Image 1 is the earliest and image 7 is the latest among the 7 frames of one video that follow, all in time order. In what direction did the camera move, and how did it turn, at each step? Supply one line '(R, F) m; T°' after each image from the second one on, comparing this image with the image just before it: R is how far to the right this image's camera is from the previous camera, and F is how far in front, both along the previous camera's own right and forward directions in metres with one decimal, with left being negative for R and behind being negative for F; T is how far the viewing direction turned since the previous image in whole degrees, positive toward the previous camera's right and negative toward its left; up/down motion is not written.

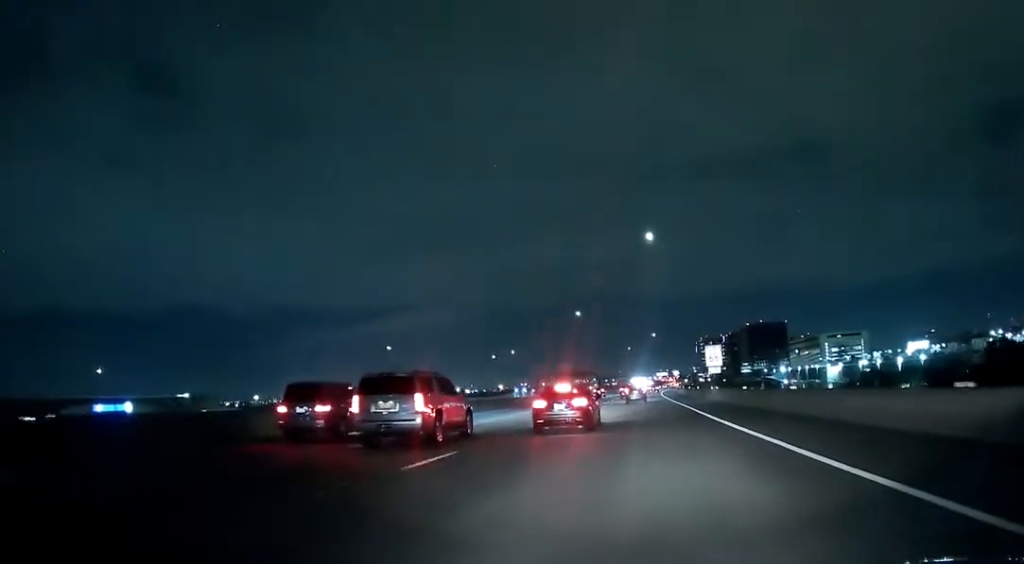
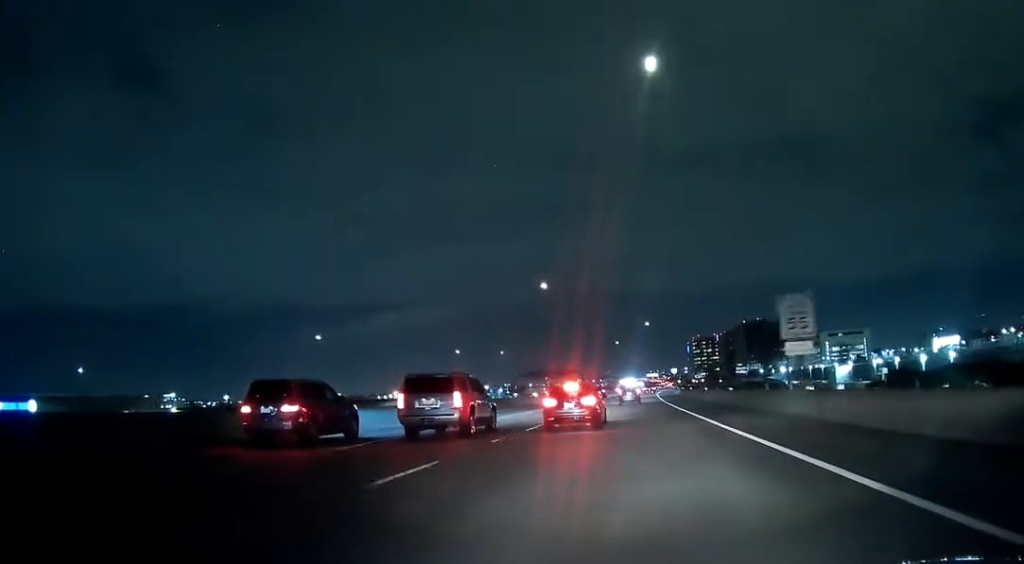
(+0.2, +31.8) m; +1°
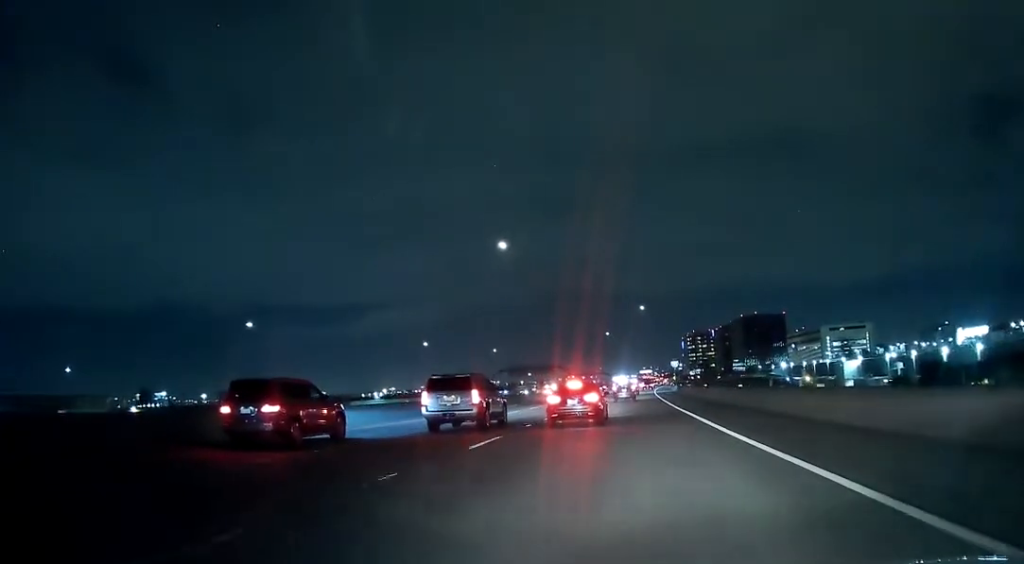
(+0.2, +22.6) m; +1°
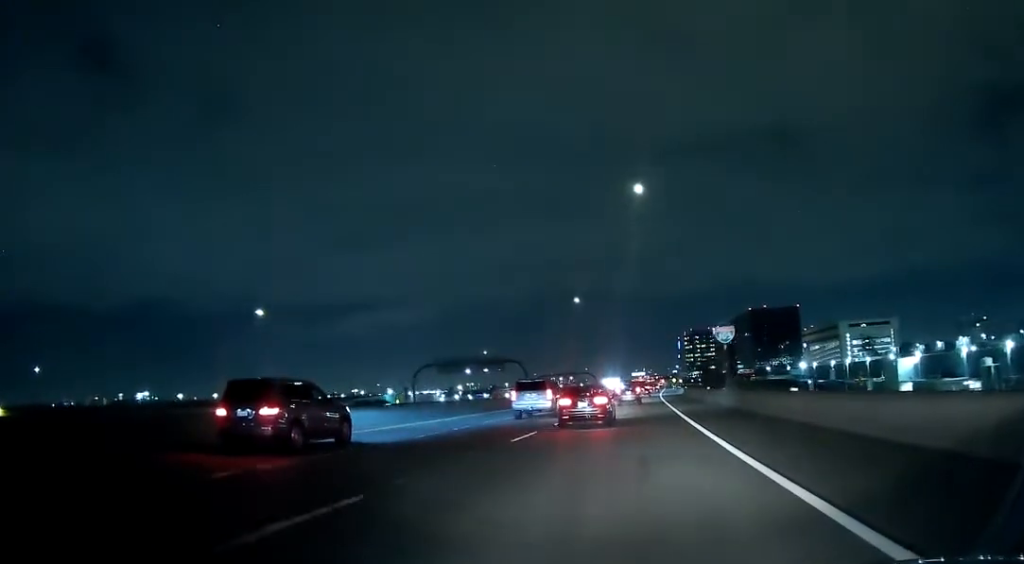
(+0.2, +69.6) m; +1°
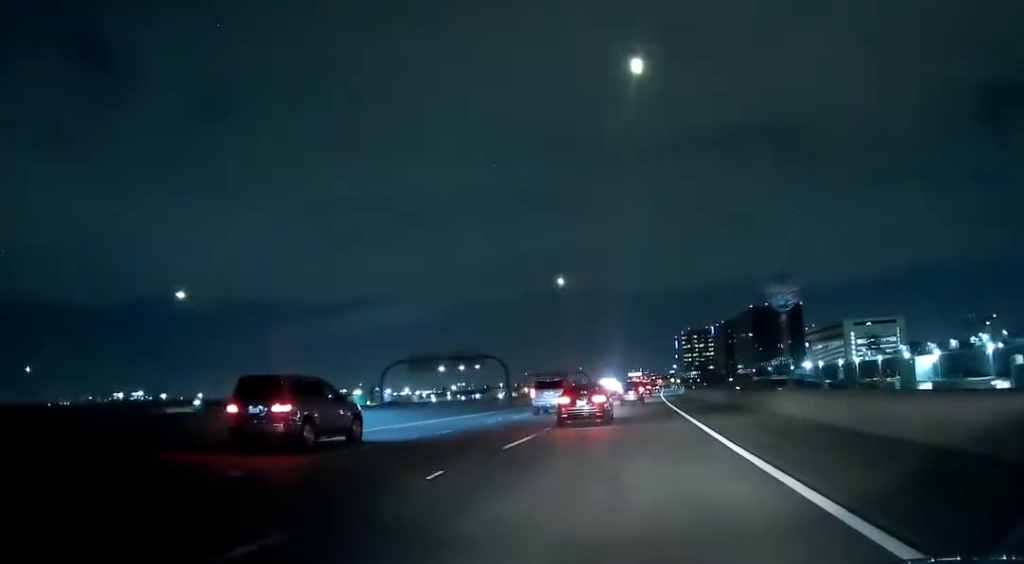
(+0.2, +17.7) m; 0°
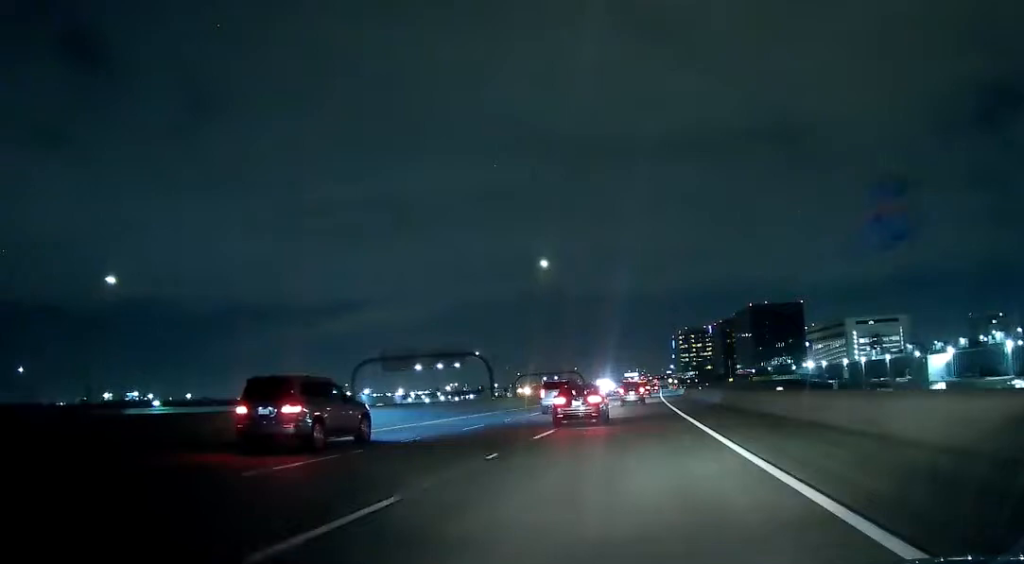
(0.0, +11.5) m; 0°
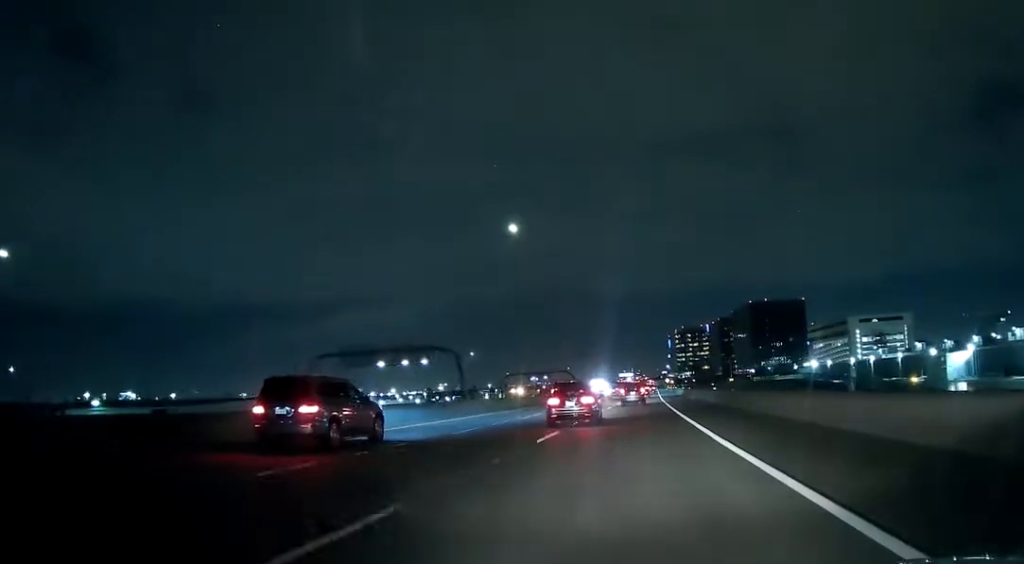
(0.0, +15.1) m; 0°
